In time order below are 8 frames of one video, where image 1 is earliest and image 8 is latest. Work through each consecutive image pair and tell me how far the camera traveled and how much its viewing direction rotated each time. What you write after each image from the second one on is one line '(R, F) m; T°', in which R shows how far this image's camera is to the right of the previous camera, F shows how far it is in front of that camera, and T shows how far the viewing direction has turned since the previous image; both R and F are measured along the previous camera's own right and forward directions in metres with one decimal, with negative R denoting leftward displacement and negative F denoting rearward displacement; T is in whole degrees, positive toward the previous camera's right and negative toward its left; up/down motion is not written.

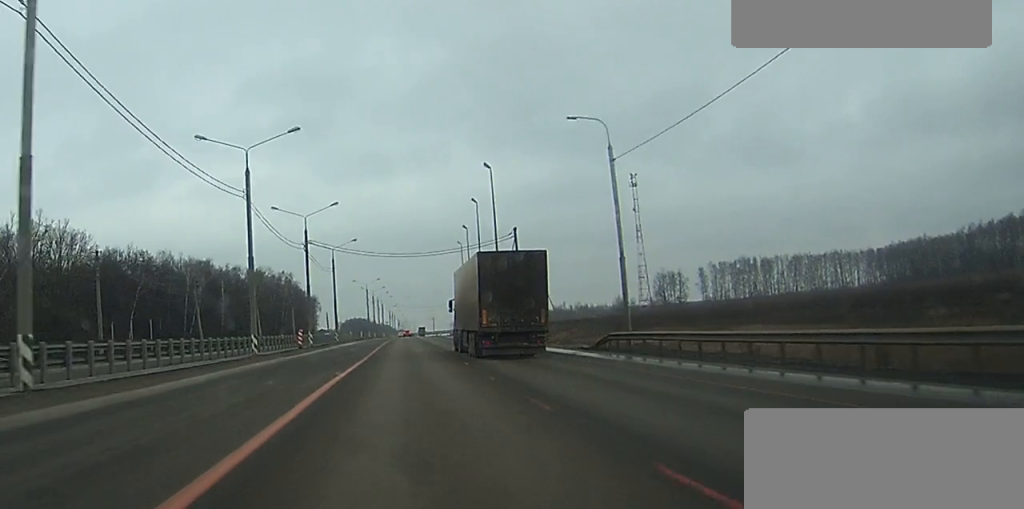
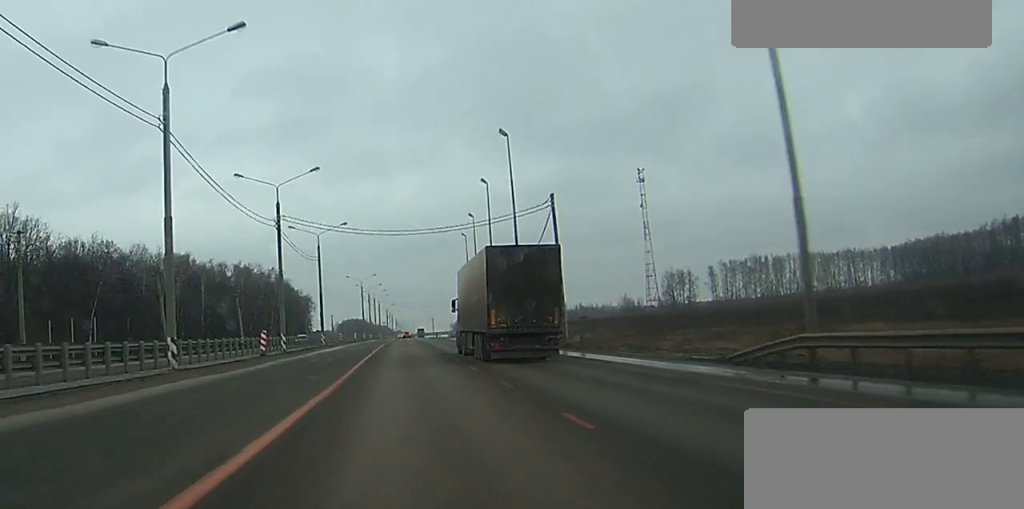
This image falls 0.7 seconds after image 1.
(0.0, +18.6) m; 0°
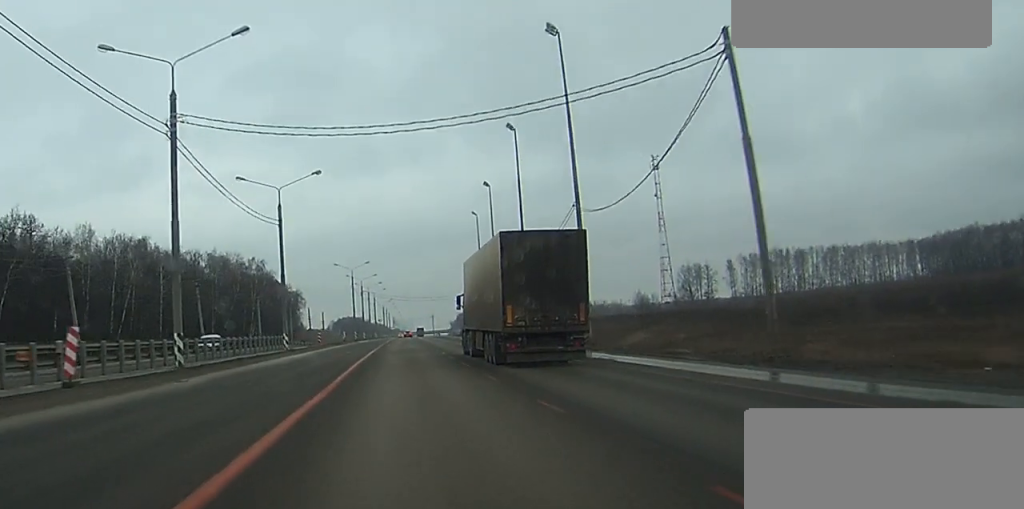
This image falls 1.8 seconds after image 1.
(+0.1, +30.5) m; 0°
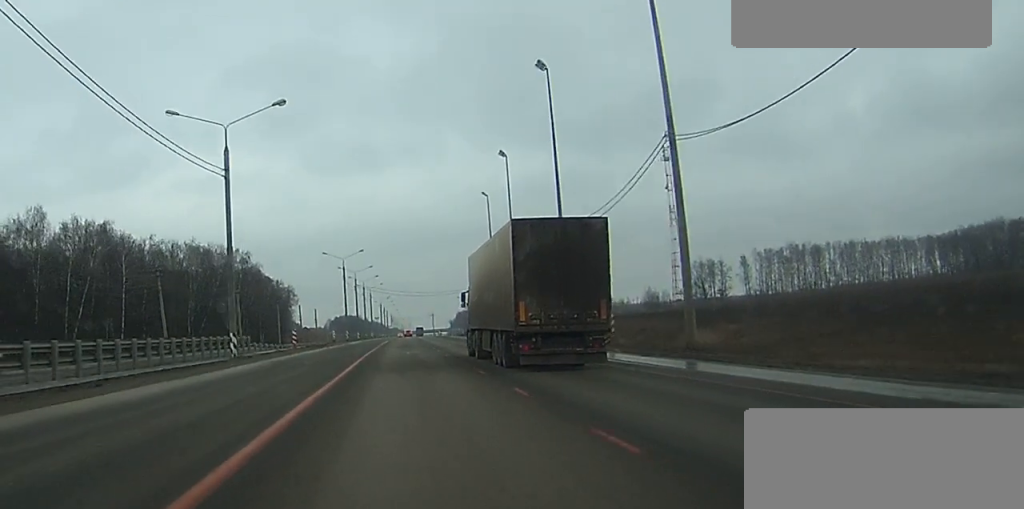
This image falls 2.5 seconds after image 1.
(0.0, +20.3) m; 0°
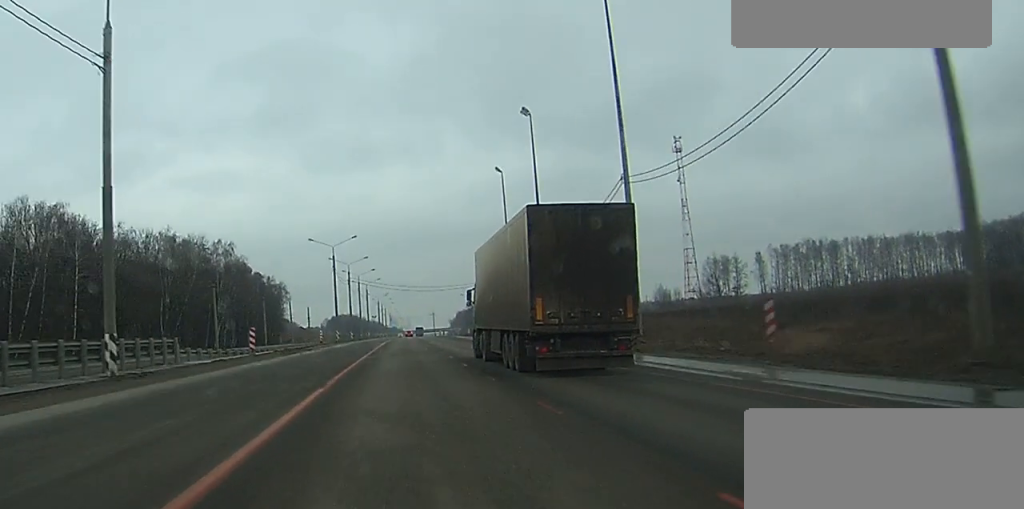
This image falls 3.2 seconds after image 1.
(0.0, +19.3) m; 0°
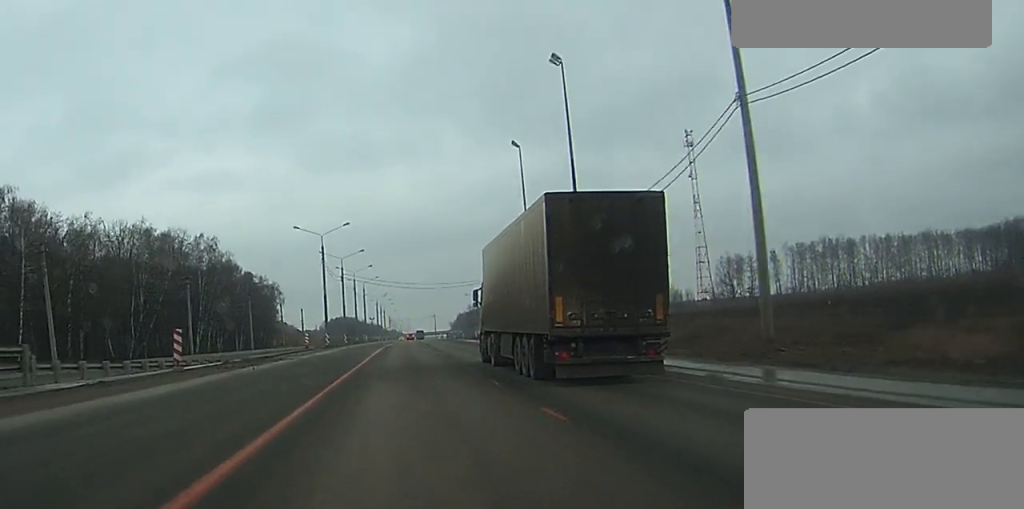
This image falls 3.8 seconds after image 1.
(0.0, +16.6) m; 0°
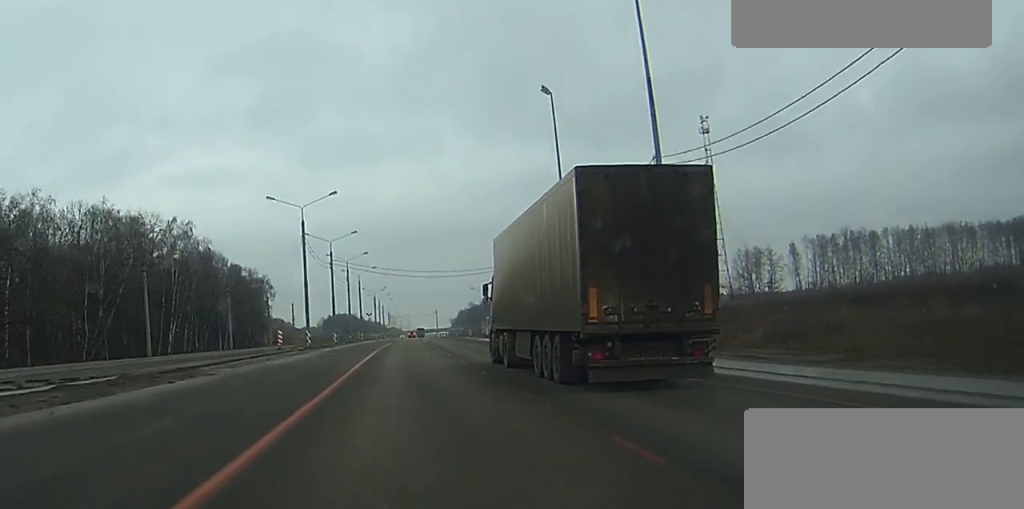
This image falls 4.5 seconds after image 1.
(0.0, +20.2) m; 0°
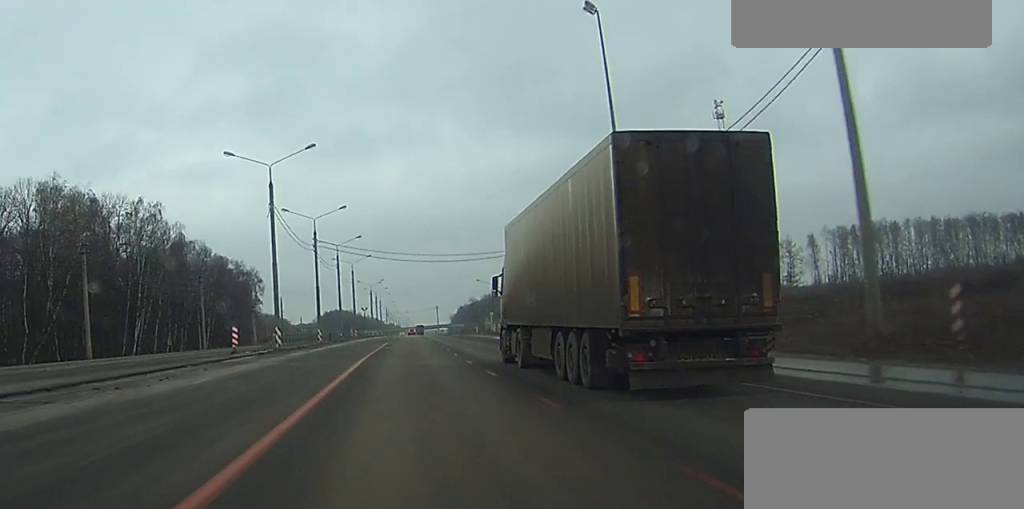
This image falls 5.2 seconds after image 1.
(0.0, +18.4) m; 0°
